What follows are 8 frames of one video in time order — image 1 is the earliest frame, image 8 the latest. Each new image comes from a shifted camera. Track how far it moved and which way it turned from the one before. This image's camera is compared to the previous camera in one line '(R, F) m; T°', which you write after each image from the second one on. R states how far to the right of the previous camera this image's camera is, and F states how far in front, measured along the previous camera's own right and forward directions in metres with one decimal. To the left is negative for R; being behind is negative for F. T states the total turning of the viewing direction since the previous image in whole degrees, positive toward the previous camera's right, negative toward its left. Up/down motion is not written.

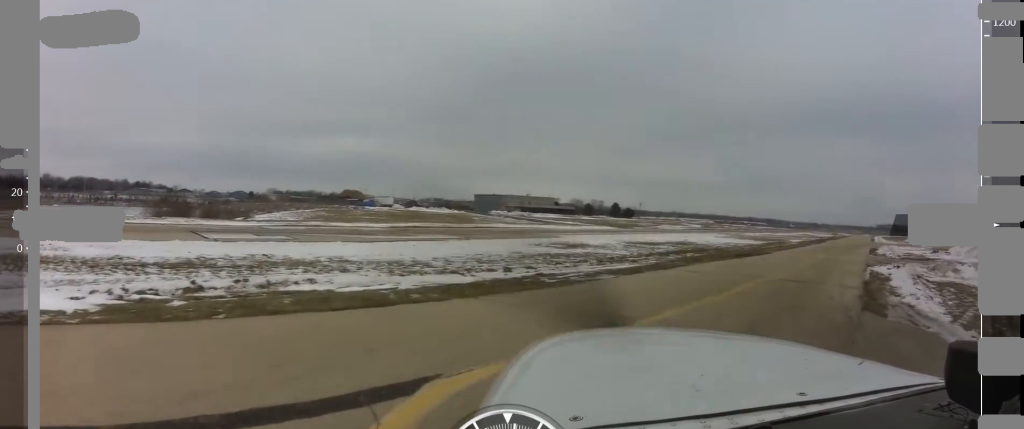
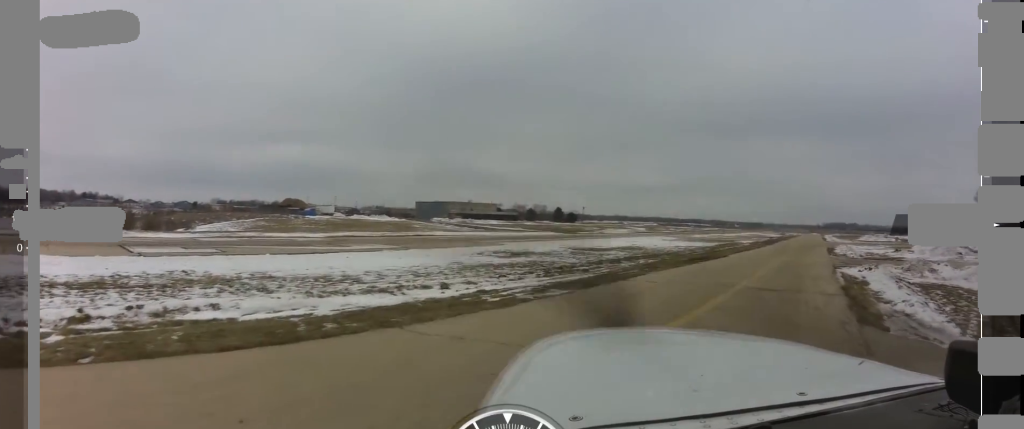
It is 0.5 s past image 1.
(-0.3, +2.1) m; 0°
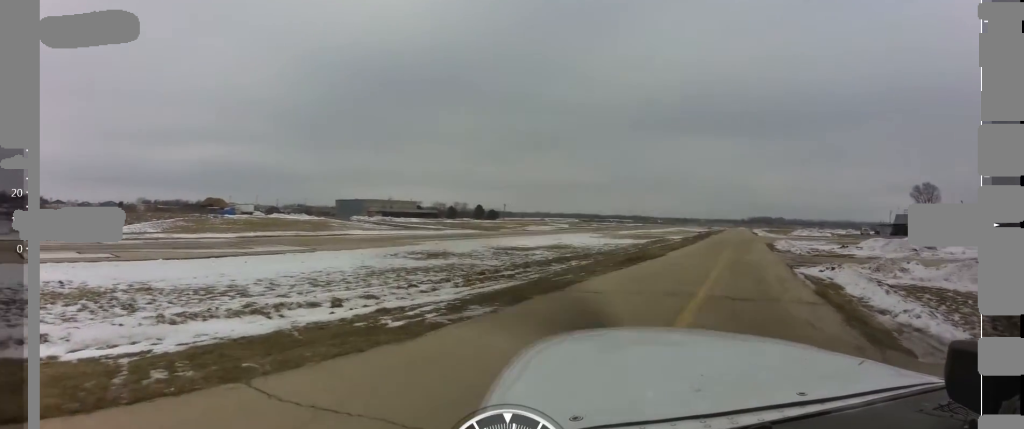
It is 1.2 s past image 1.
(+0.2, +3.3) m; +12°
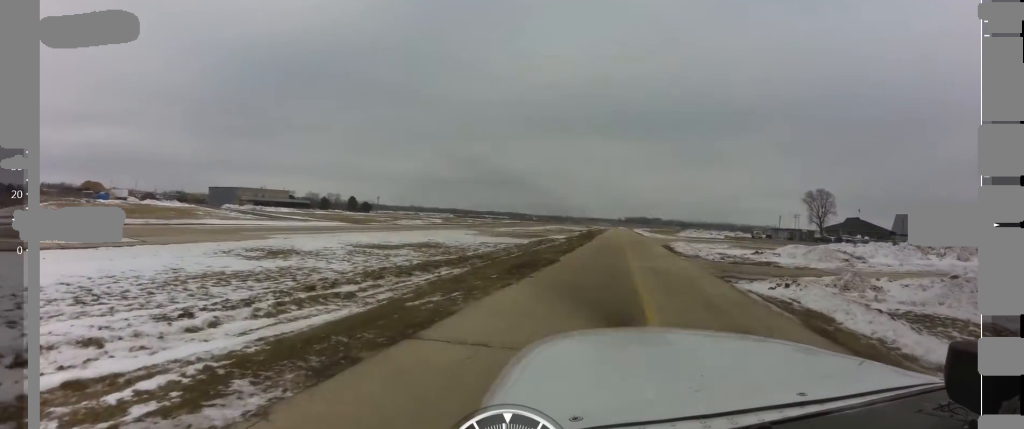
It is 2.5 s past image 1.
(+1.7, +5.9) m; +9°
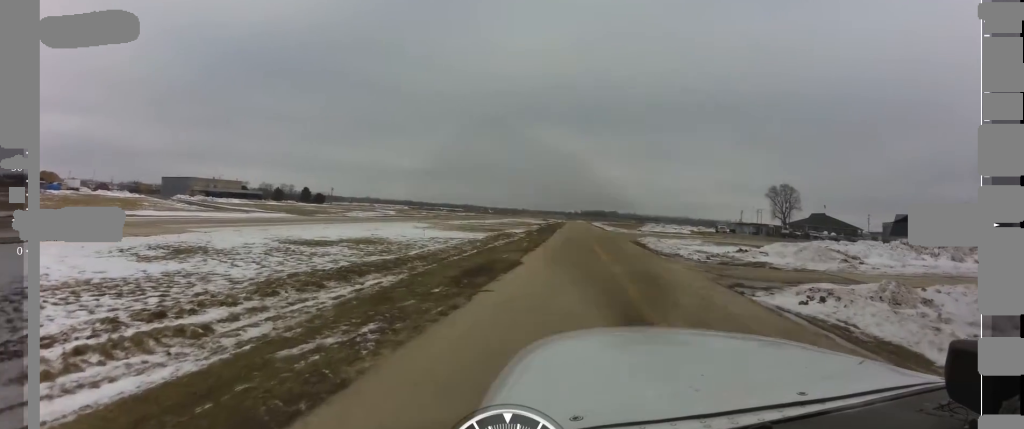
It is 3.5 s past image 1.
(-1.1, +4.3) m; +1°
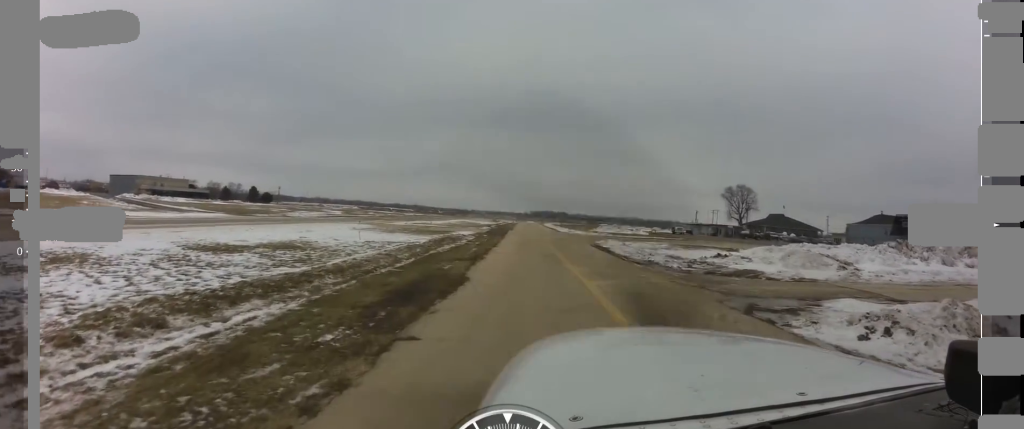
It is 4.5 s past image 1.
(+1.1, +4.6) m; +16°
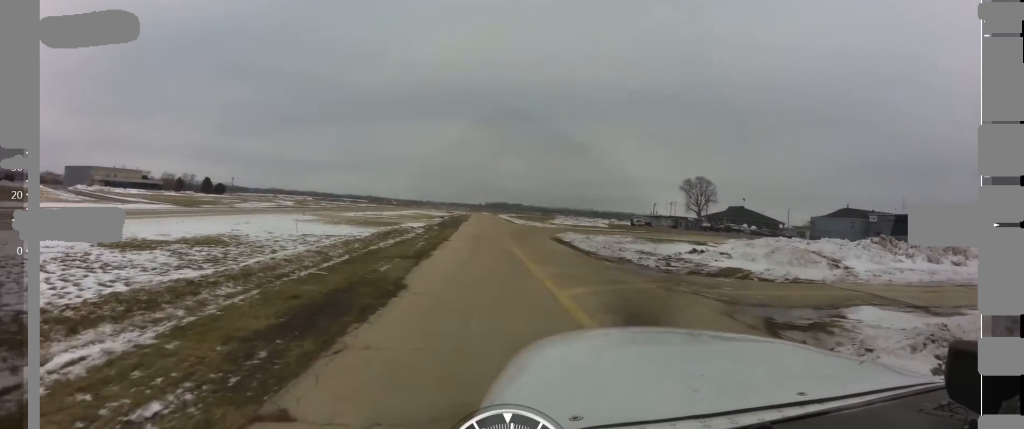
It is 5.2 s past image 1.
(+0.3, +3.5) m; +14°
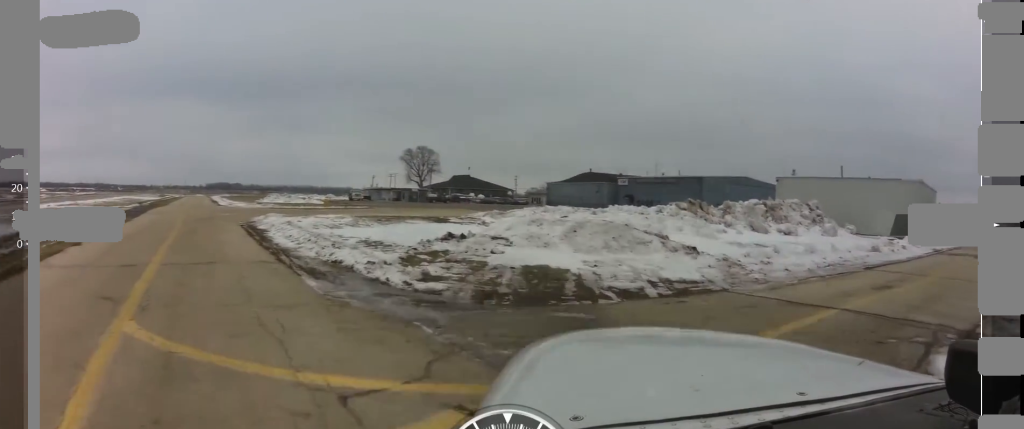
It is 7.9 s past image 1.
(+2.9, +11.0) m; +39°
